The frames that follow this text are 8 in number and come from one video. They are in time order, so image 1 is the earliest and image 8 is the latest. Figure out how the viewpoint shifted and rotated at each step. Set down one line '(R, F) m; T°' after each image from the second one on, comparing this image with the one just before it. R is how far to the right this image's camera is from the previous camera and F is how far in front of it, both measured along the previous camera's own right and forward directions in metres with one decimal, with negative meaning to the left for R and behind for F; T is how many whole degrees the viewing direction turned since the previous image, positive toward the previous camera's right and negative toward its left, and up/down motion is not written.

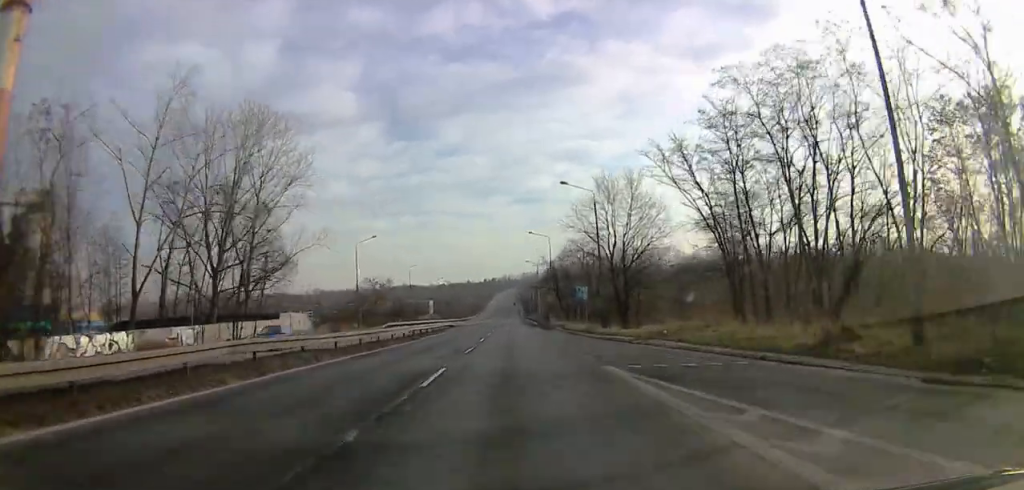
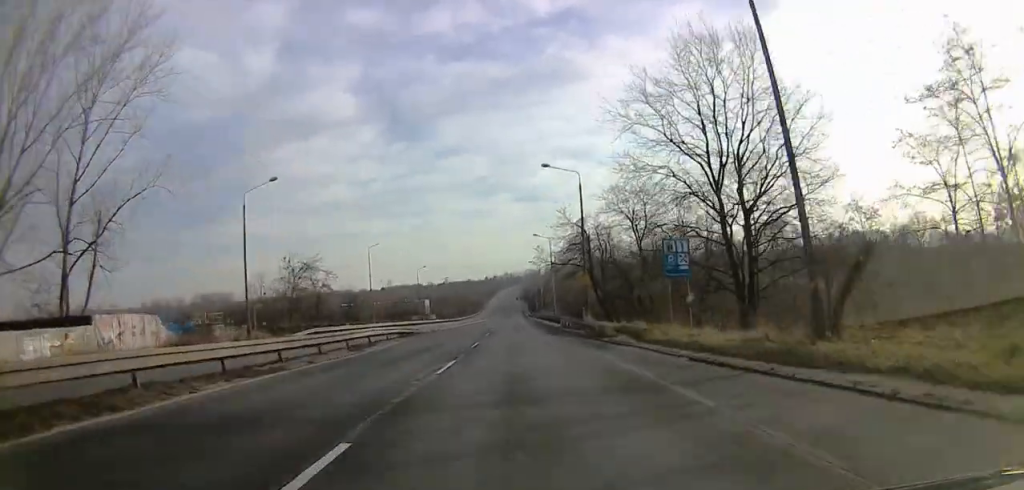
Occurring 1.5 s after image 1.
(-0.7, +34.5) m; -3°
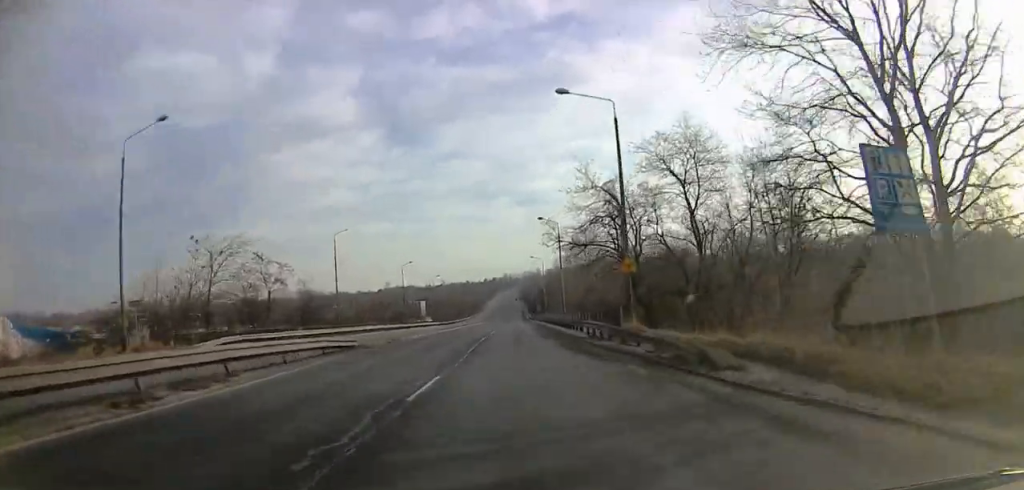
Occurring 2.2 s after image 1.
(-0.2, +16.3) m; +1°
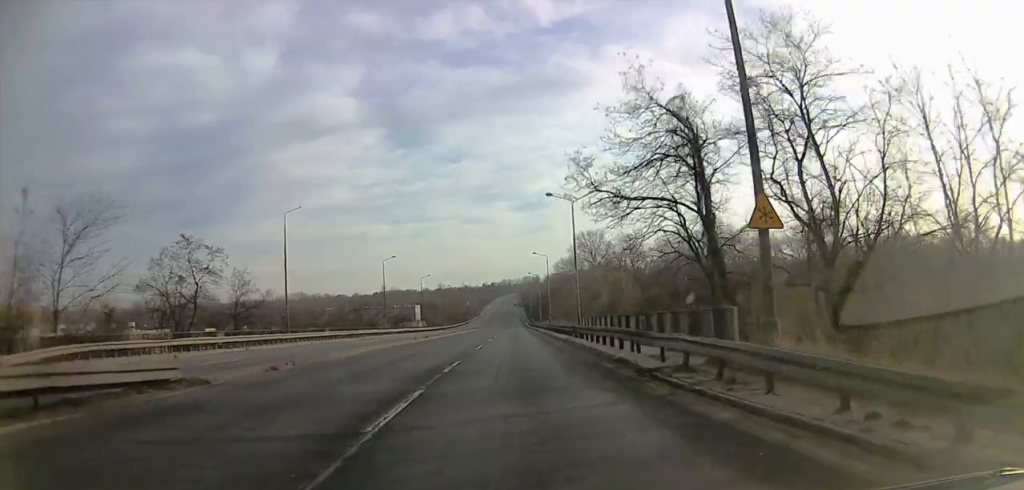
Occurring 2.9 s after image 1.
(+0.4, +16.9) m; +1°
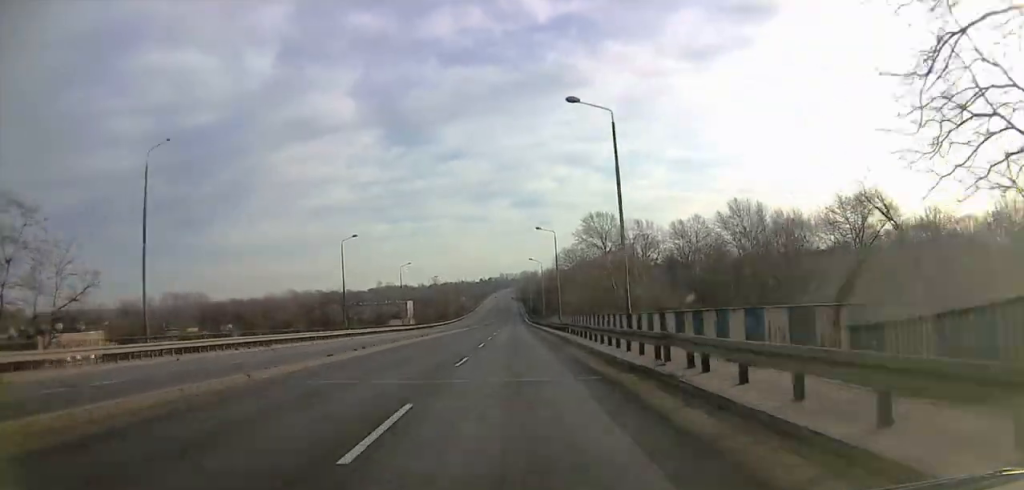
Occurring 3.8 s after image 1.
(+0.2, +24.2) m; 0°
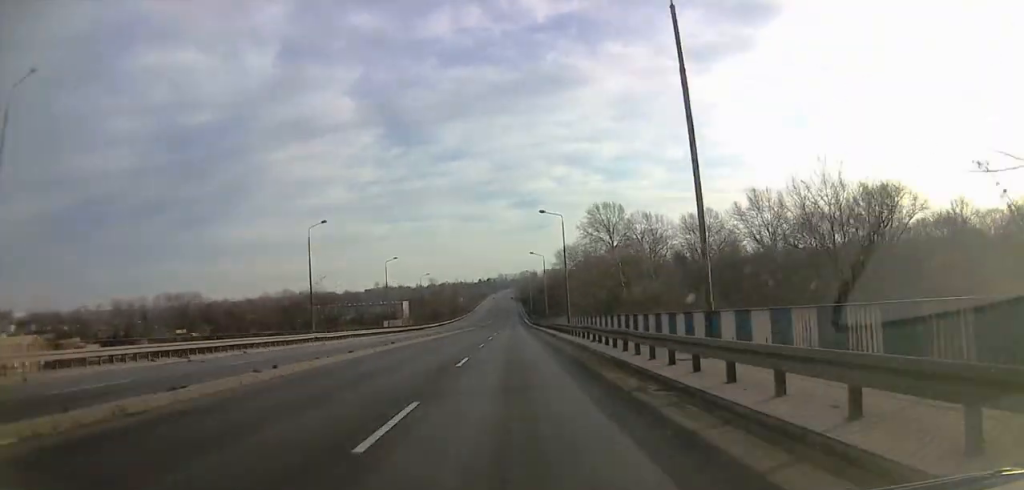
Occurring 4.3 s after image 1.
(-0.3, +12.8) m; -1°
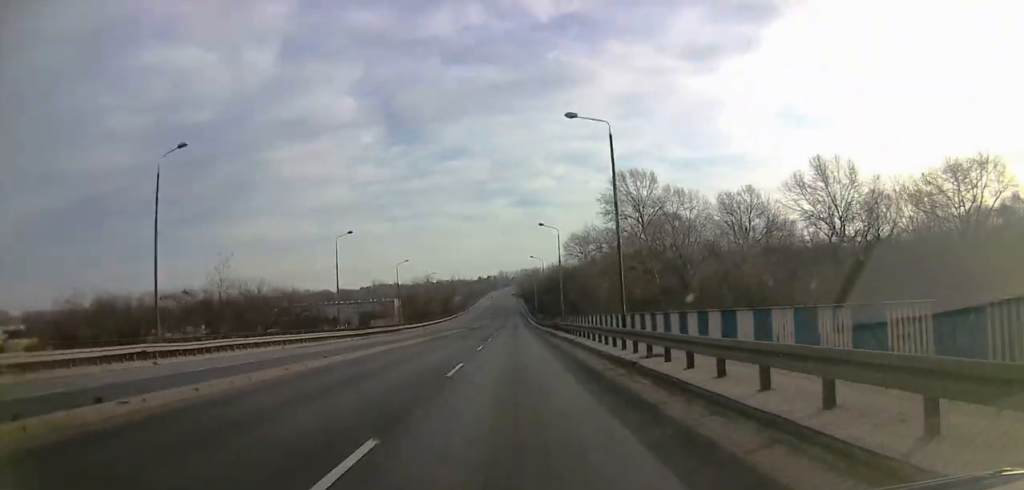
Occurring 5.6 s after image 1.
(0.0, +30.0) m; 0°
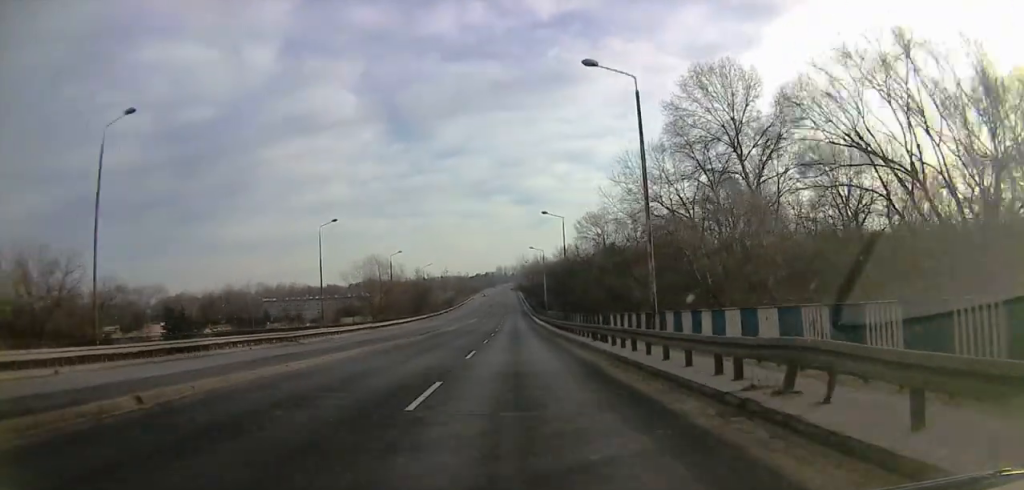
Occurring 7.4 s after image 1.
(+0.1, +42.1) m; 0°
